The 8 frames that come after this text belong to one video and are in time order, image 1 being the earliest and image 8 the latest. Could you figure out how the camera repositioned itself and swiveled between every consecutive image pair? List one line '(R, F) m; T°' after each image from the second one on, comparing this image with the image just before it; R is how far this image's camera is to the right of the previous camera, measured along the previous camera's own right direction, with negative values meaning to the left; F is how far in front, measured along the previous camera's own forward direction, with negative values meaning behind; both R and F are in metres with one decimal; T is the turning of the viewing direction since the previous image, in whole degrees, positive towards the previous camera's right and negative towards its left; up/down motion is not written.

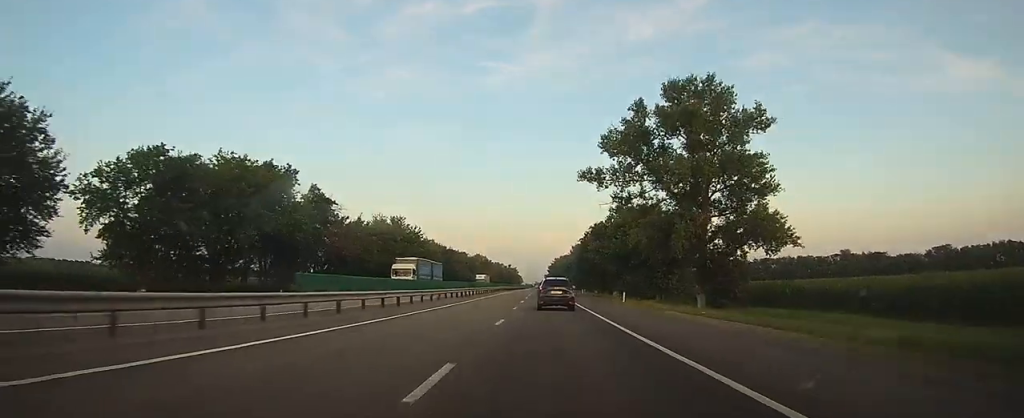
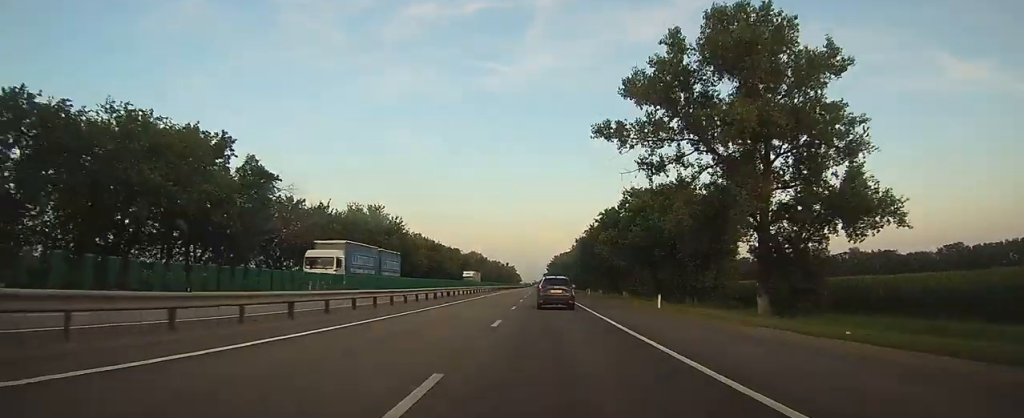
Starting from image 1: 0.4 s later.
(0.0, +13.2) m; 0°
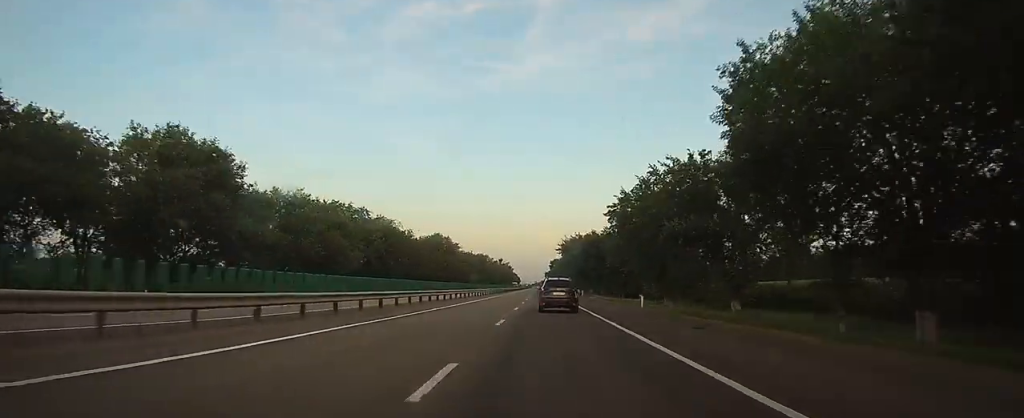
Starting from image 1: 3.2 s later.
(-0.1, +83.0) m; 0°
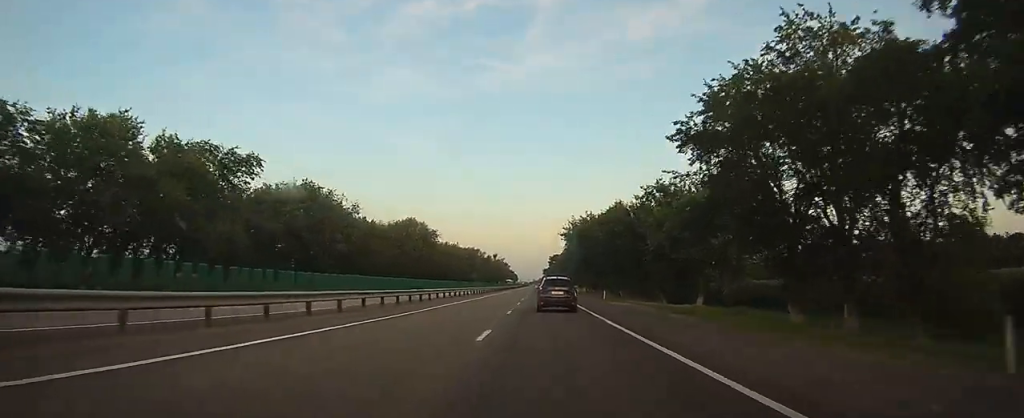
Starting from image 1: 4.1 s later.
(+0.1, +29.3) m; 0°
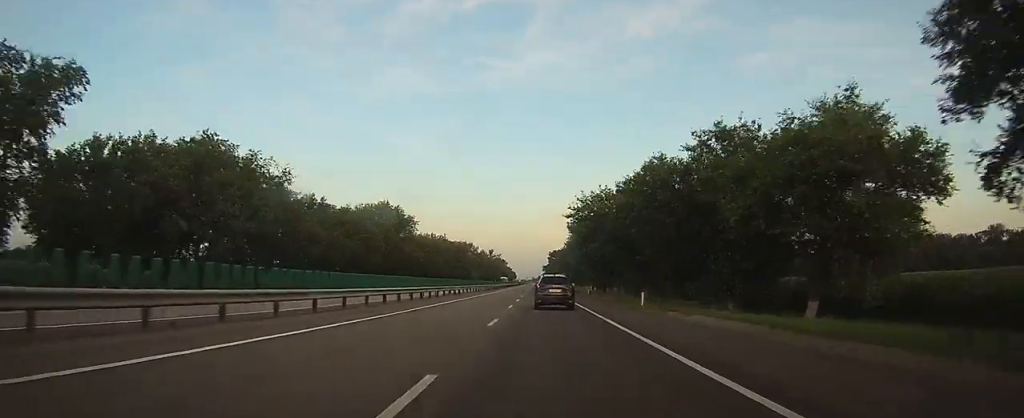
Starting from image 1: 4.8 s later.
(0.0, +20.1) m; 0°
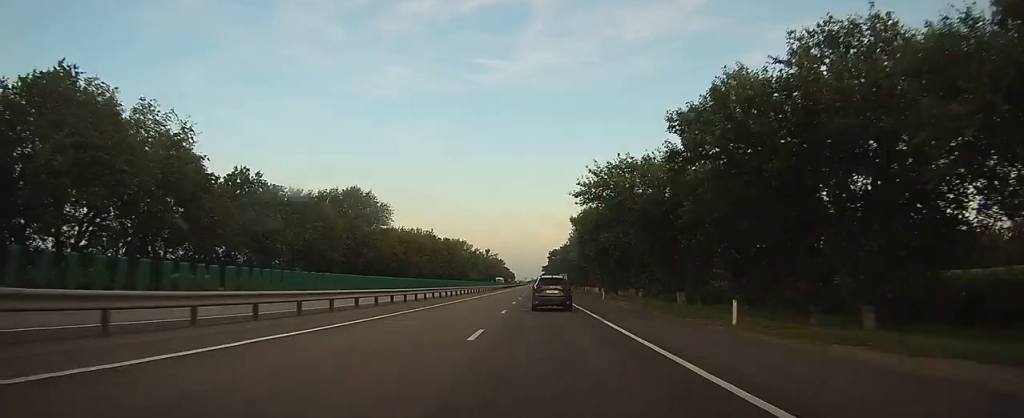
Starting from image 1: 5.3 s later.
(0.0, +16.1) m; 0°
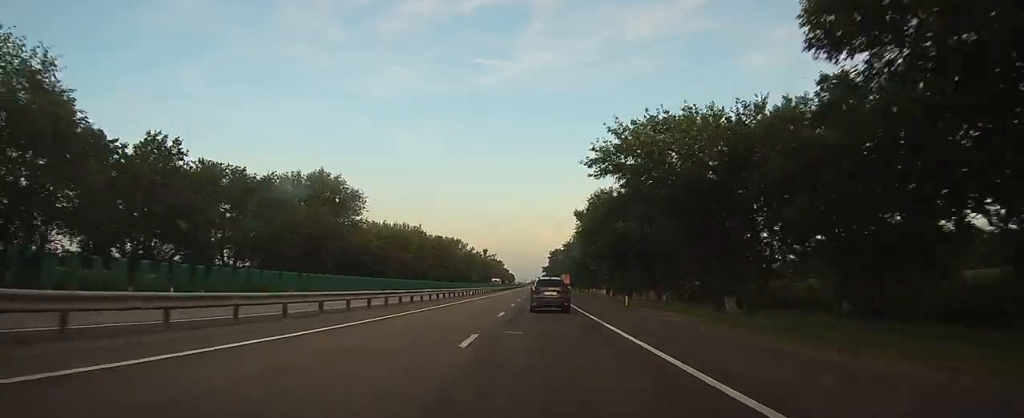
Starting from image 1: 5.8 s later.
(0.0, +13.0) m; 0°
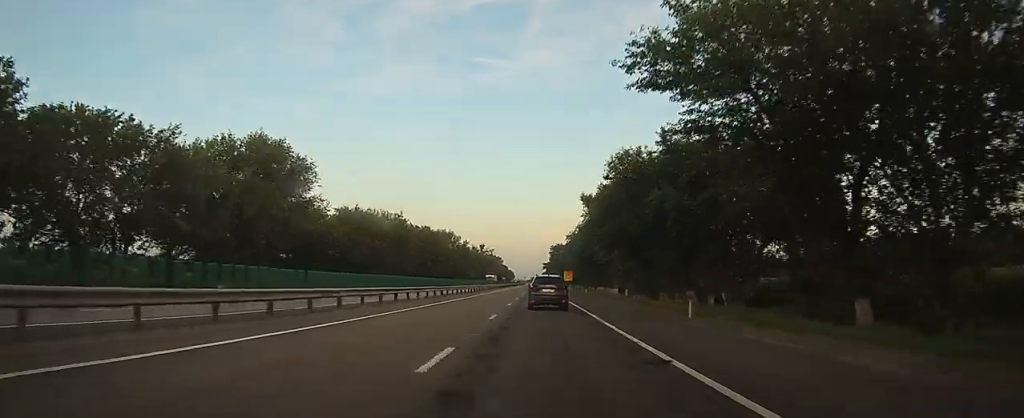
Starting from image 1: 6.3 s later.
(0.0, +15.9) m; 0°
